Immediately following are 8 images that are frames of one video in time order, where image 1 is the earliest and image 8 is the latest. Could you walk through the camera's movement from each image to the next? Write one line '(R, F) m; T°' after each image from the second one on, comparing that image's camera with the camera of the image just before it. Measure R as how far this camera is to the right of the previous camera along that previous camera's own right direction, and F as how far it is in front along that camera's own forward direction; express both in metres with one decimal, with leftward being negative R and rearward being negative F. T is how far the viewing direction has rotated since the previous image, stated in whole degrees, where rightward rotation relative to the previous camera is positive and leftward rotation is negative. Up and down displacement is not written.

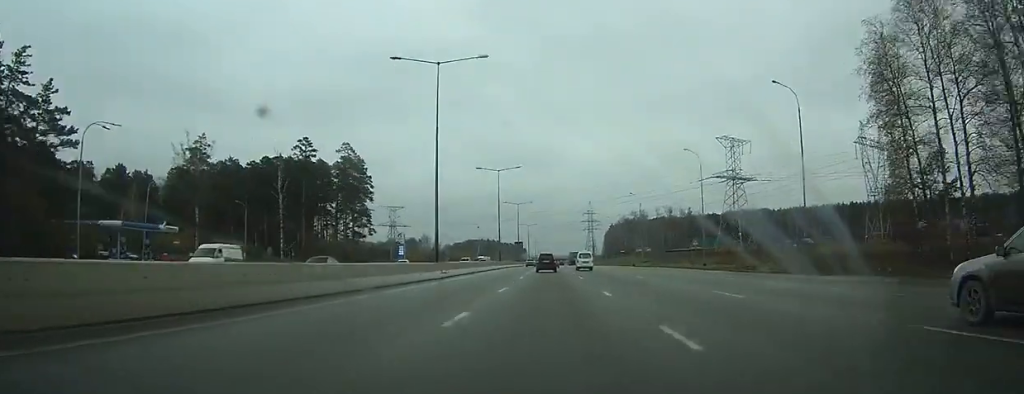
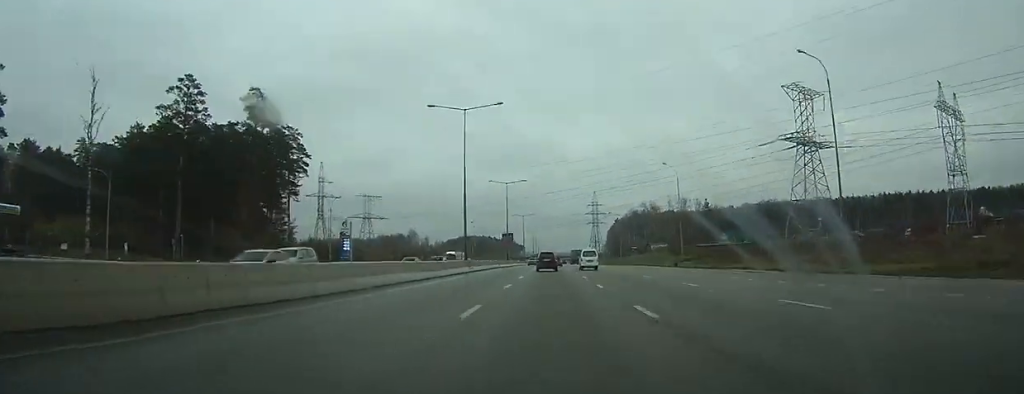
(0.0, +37.0) m; 0°
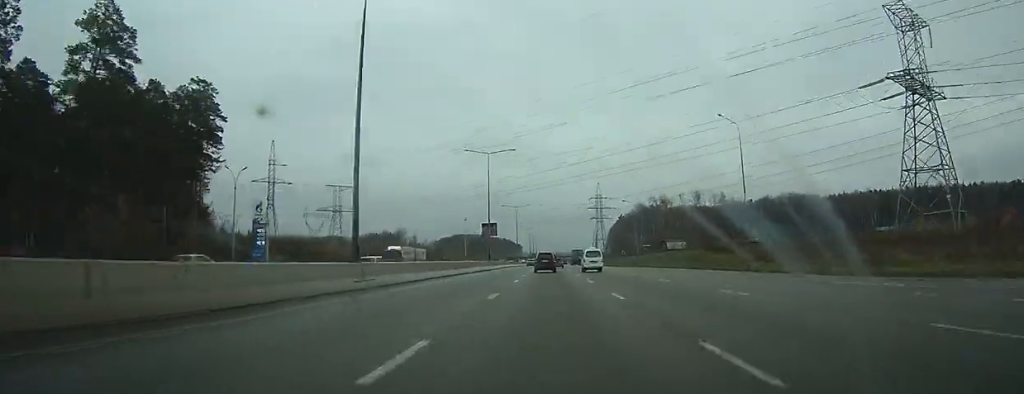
(0.0, +30.4) m; 0°
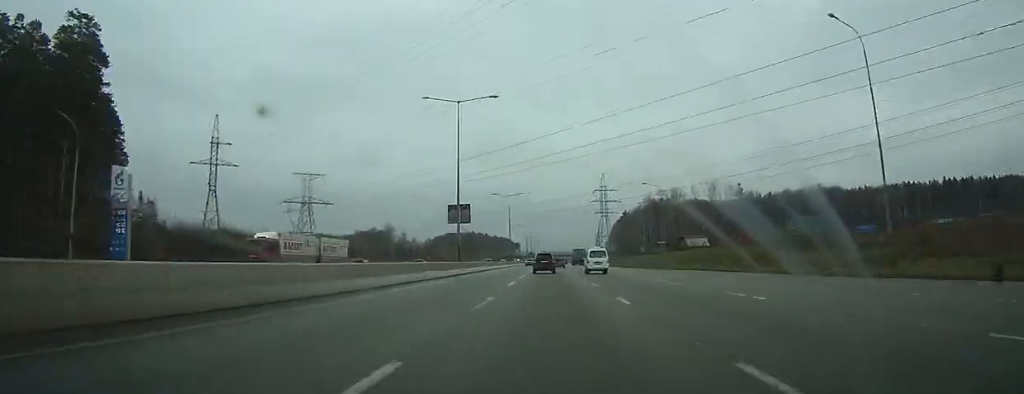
(0.0, +25.5) m; 0°
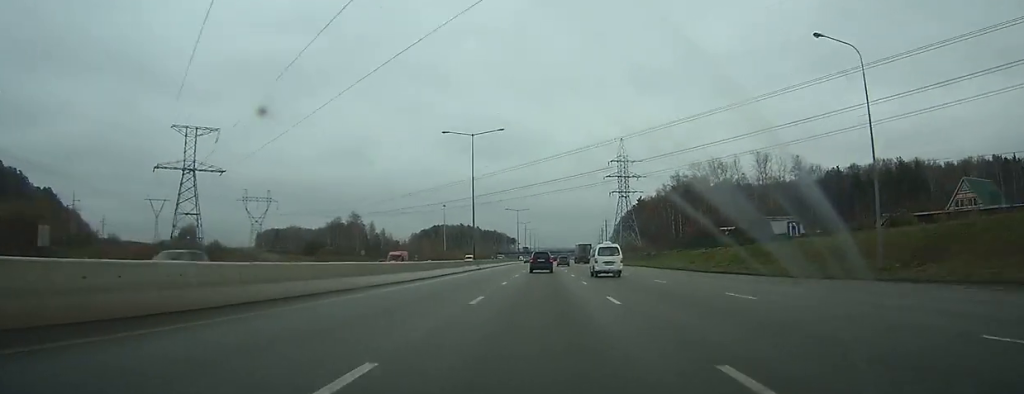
(0.0, +59.6) m; 0°
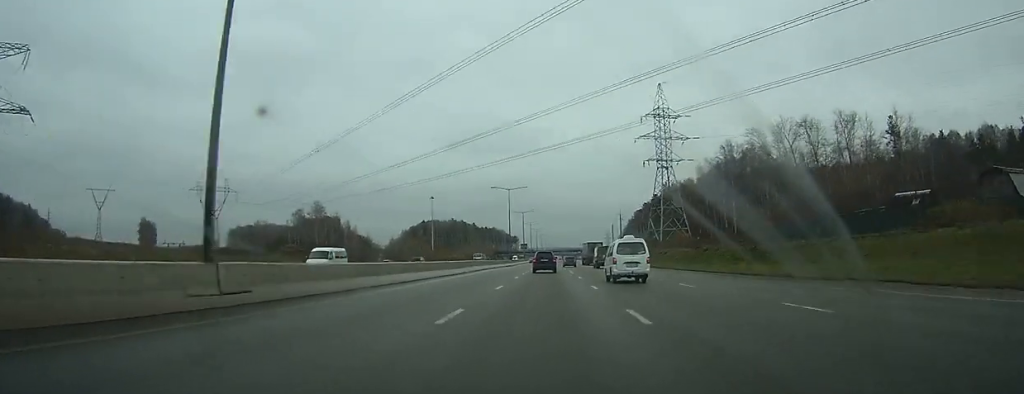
(-0.3, +53.0) m; 0°
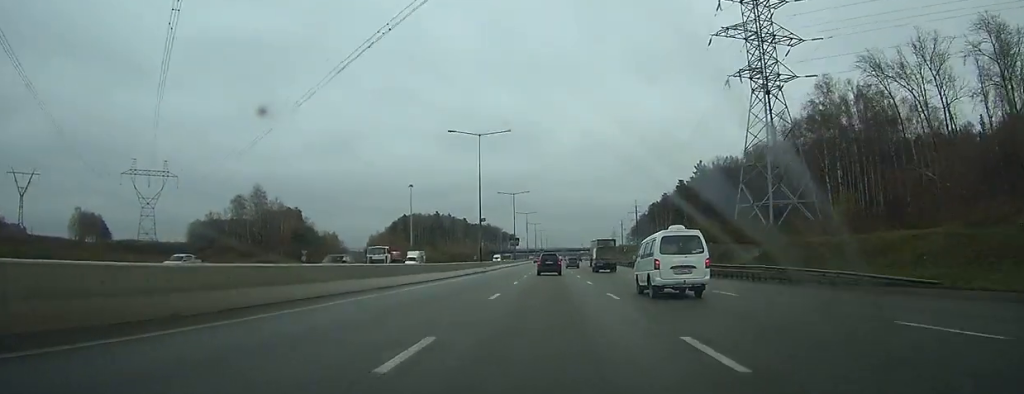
(-0.1, +52.8) m; 0°
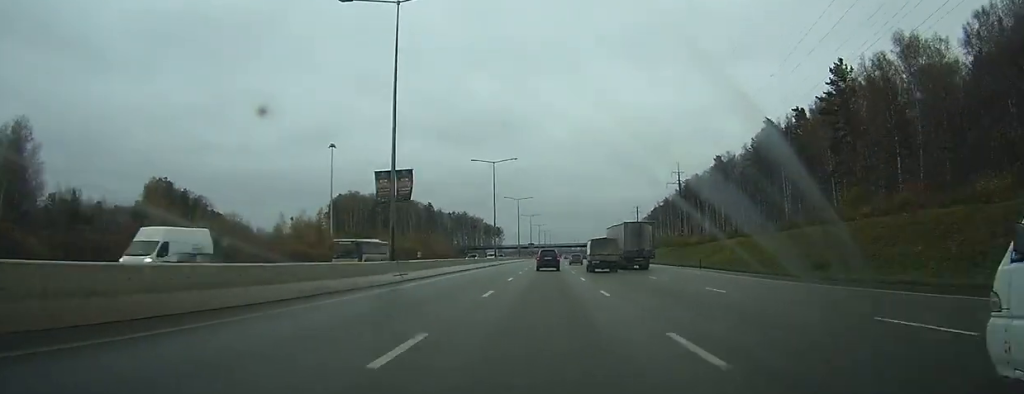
(-0.3, +96.0) m; 0°
